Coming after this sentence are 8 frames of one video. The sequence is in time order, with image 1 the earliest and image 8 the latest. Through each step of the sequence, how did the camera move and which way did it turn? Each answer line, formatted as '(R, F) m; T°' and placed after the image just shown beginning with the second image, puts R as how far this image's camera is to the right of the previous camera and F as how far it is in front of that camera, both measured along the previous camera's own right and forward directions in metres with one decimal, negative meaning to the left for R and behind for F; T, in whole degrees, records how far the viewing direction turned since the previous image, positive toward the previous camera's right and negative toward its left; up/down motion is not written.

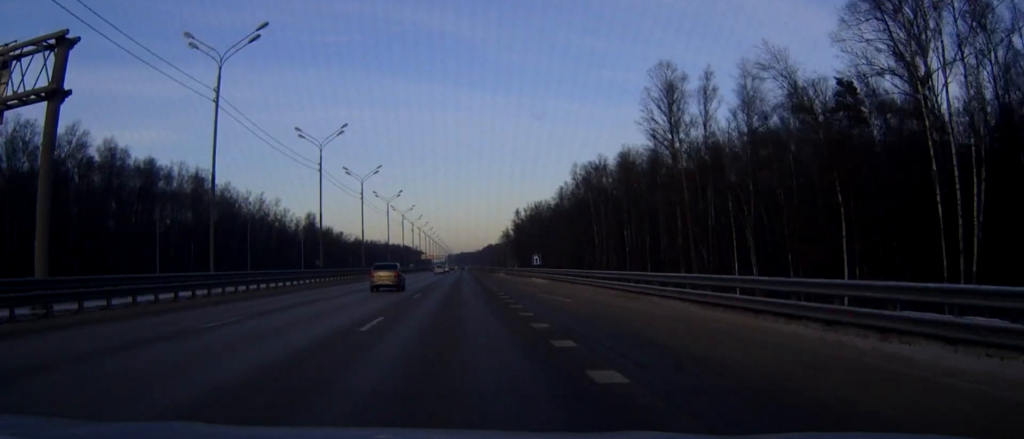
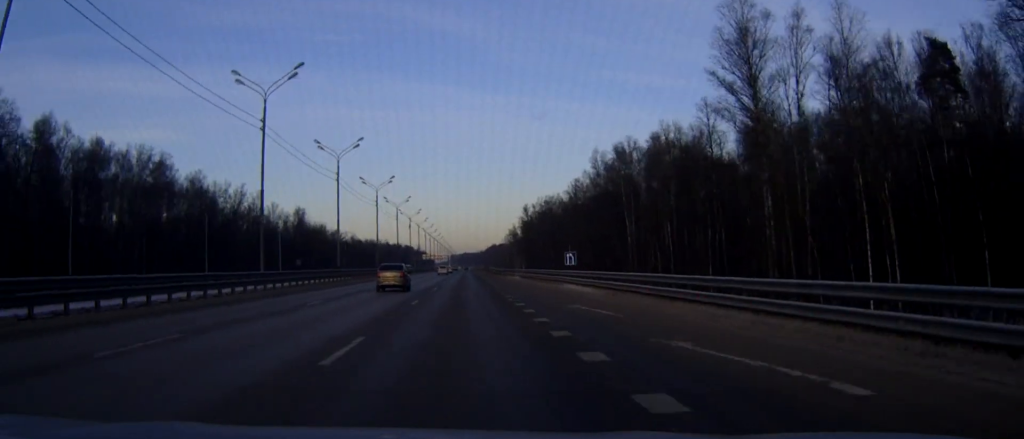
(0.0, +21.3) m; 0°
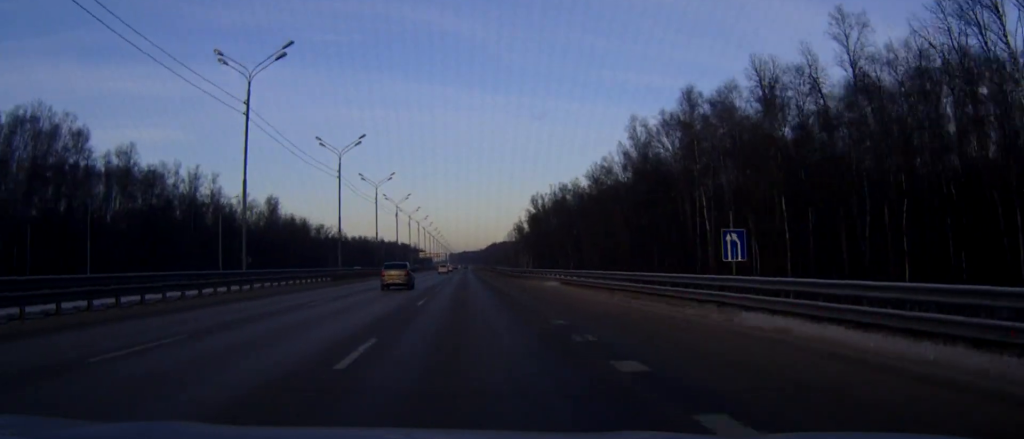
(-0.1, +32.6) m; 0°
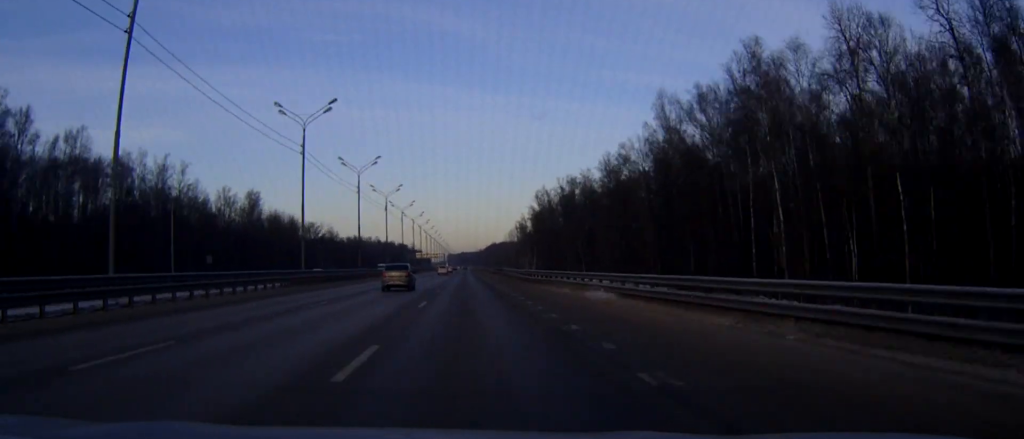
(0.0, +16.8) m; 0°
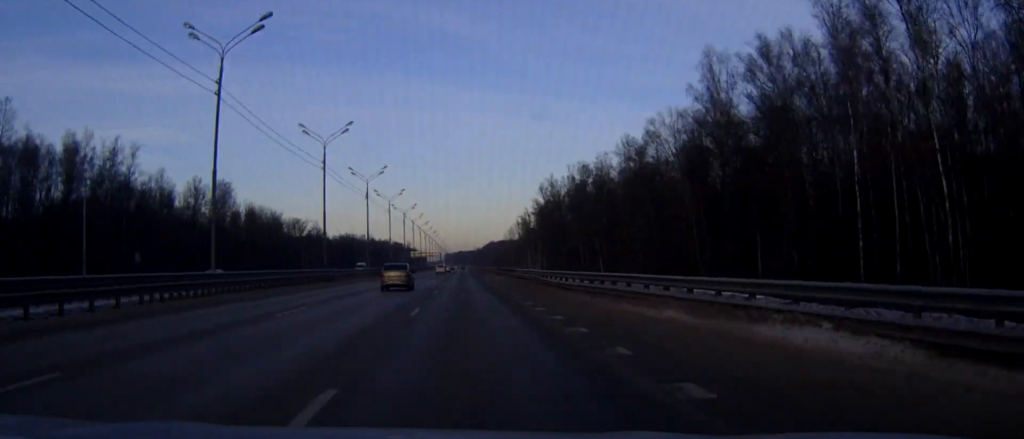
(0.0, +20.5) m; 0°
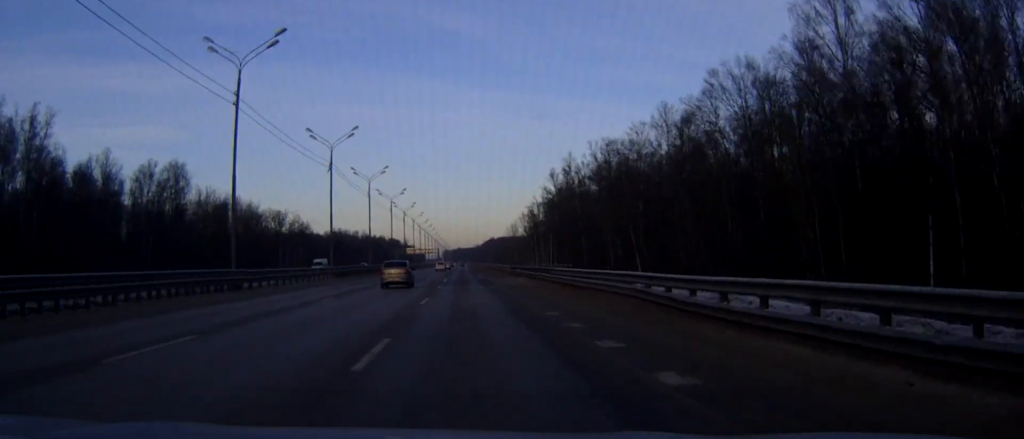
(0.0, +26.6) m; 0°
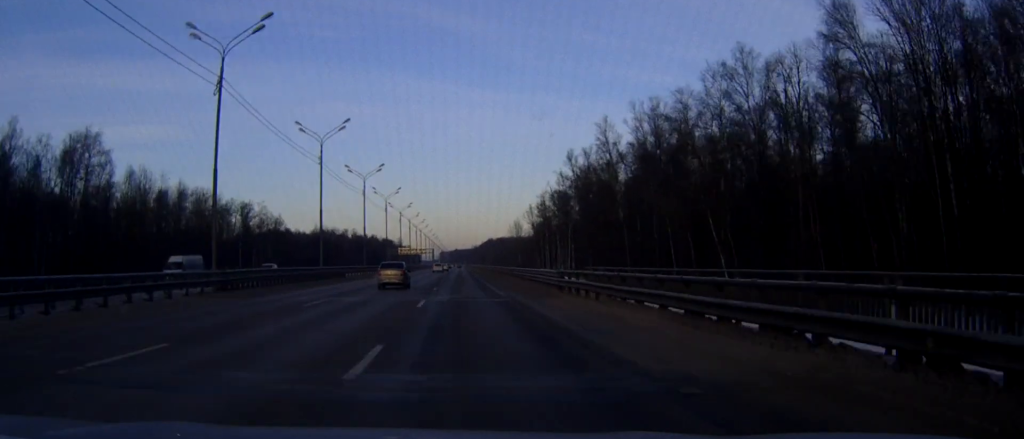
(0.0, +33.1) m; 0°
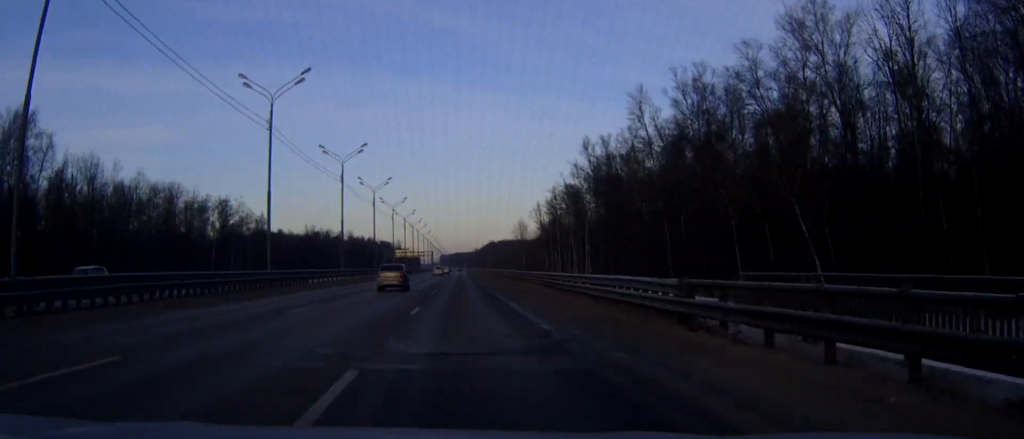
(0.0, +18.3) m; 0°
